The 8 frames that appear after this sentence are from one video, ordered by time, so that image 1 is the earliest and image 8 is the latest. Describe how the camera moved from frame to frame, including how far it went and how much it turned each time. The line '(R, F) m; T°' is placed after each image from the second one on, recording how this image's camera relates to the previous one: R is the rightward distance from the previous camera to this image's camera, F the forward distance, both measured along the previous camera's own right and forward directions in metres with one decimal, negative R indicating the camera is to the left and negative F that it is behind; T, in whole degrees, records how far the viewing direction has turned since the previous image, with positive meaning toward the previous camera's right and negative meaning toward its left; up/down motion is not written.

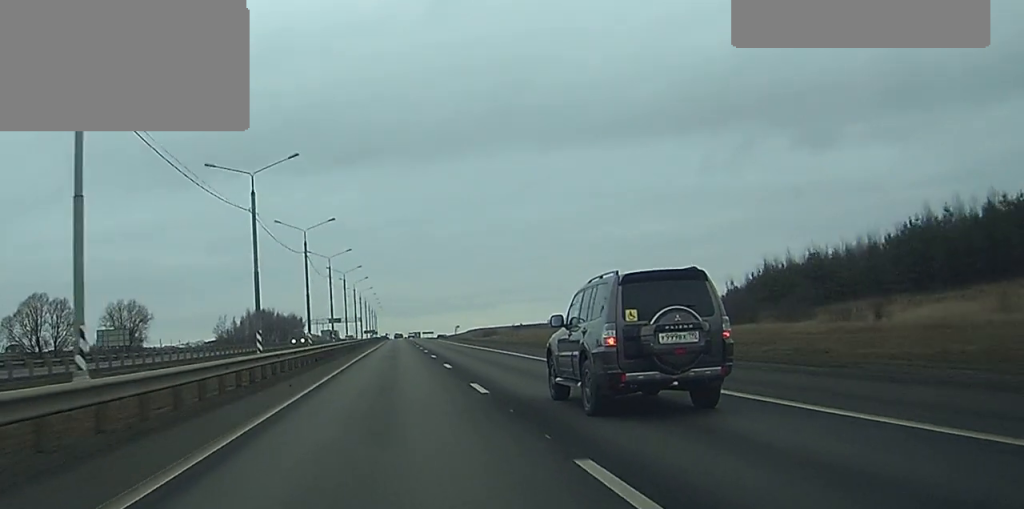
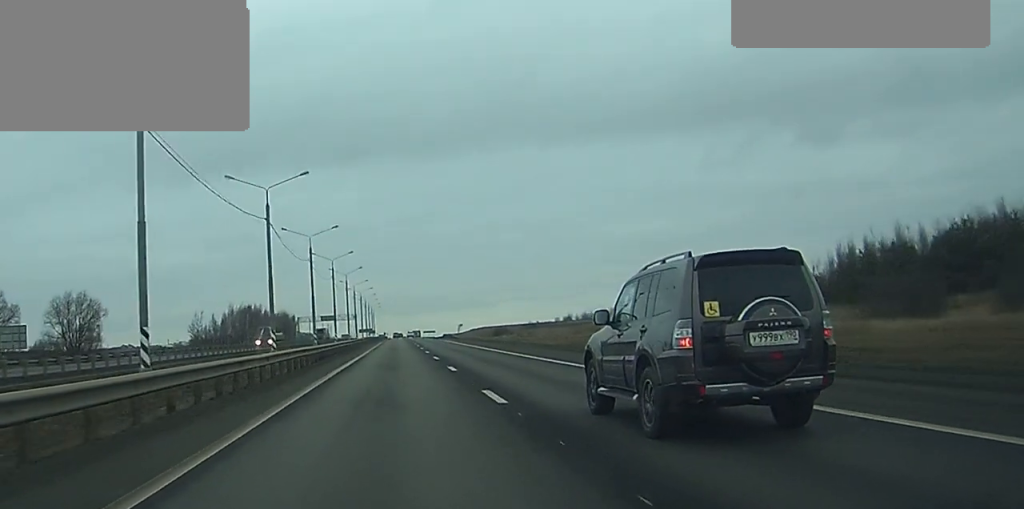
(0.0, +26.9) m; 0°
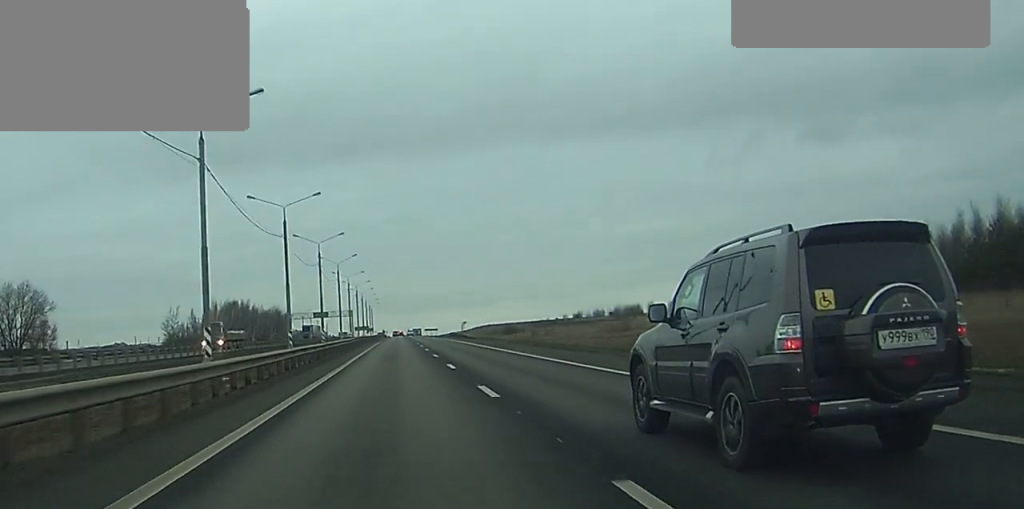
(0.0, +22.9) m; 0°
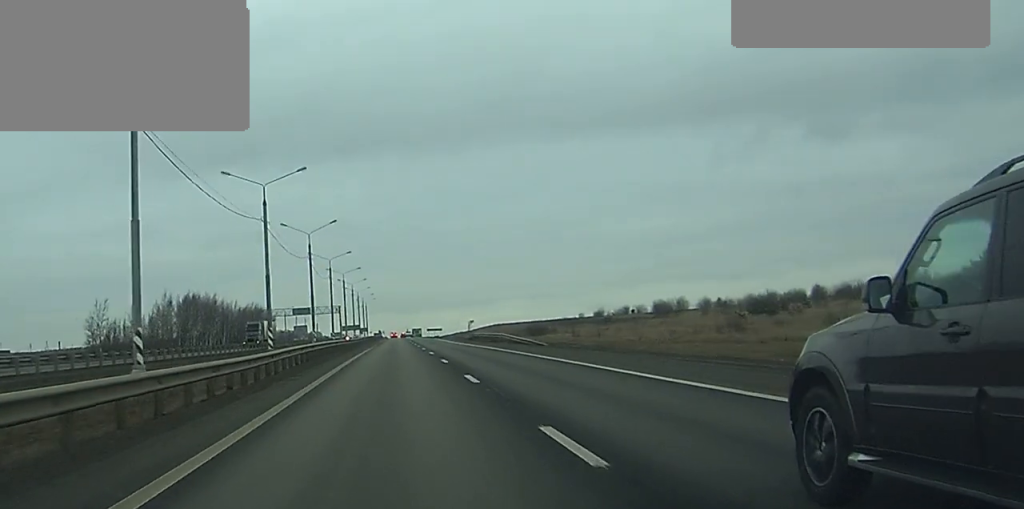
(+0.1, +44.6) m; 0°
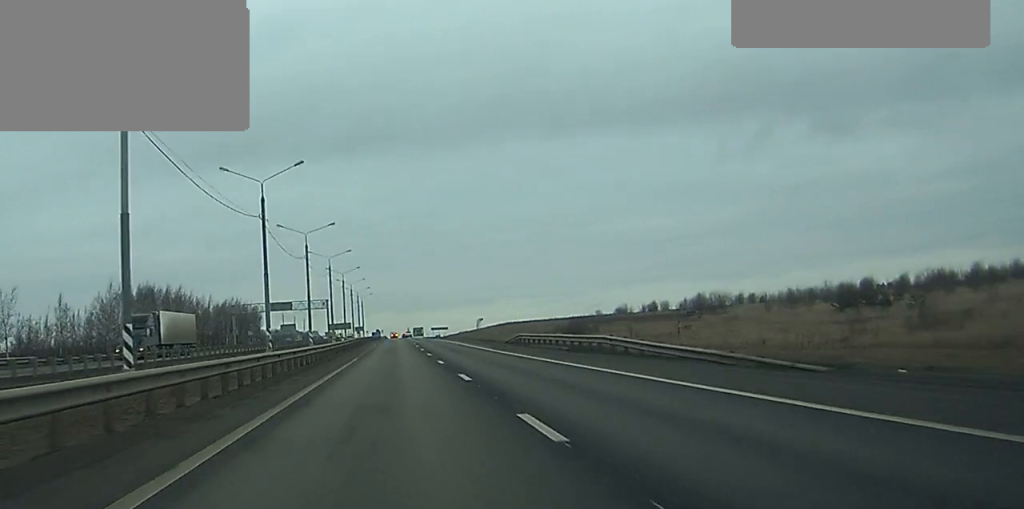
(0.0, +34.4) m; 0°
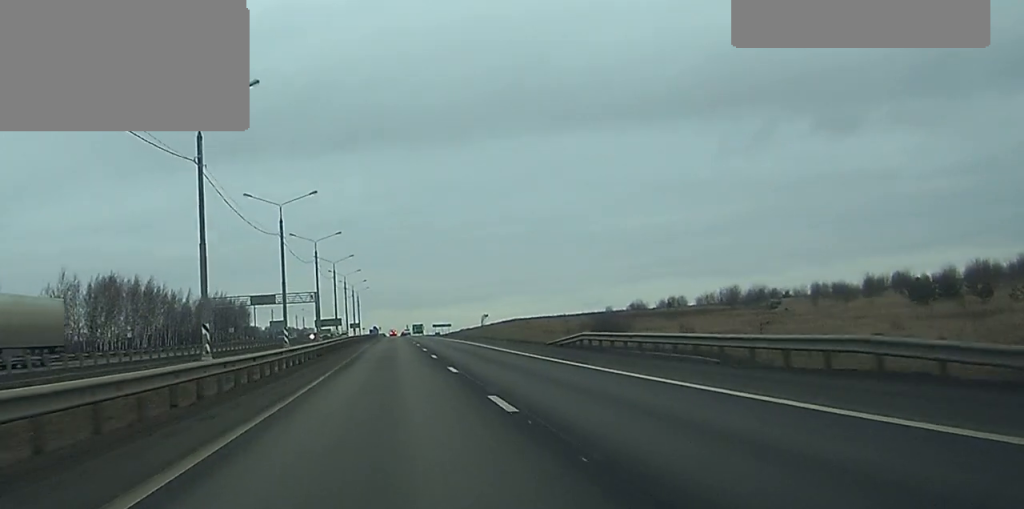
(0.0, +20.5) m; 0°
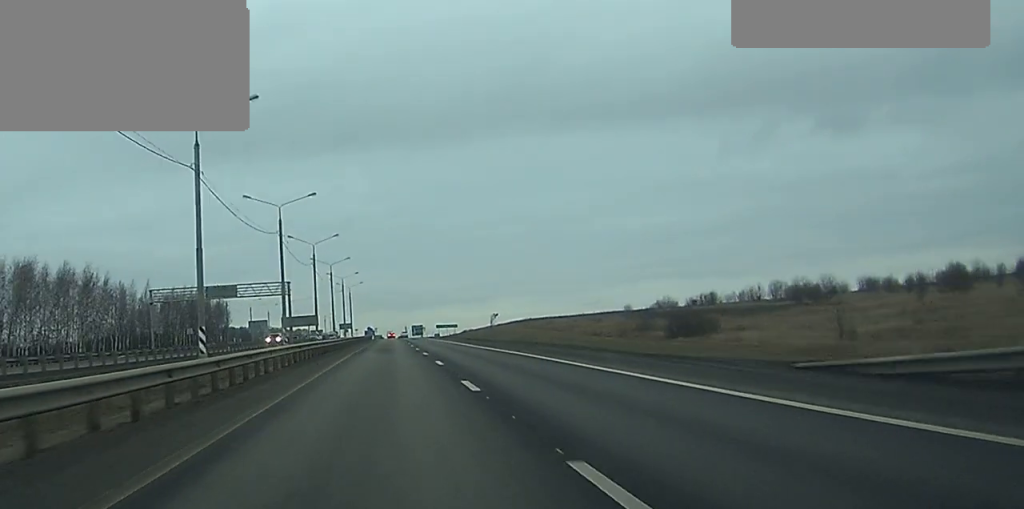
(0.0, +32.2) m; 0°
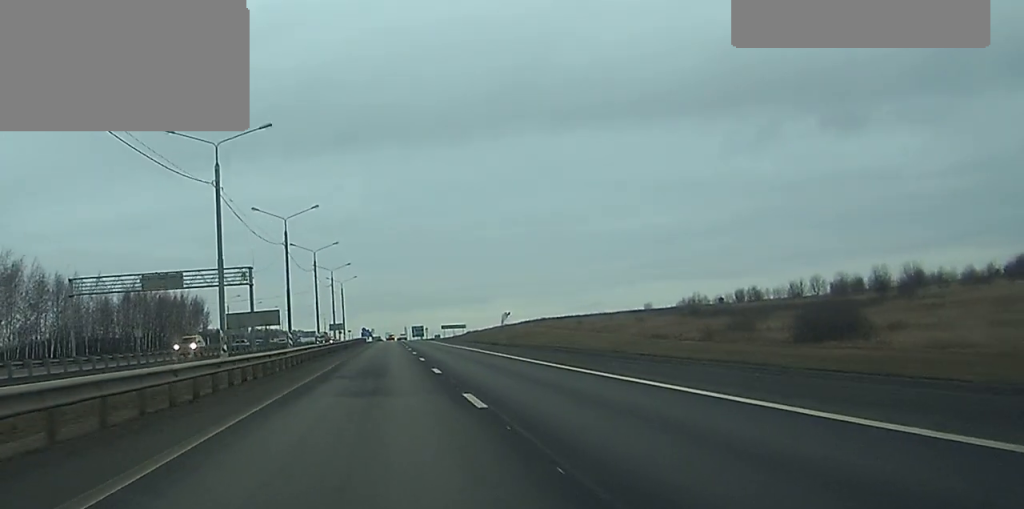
(0.0, +27.2) m; 0°
